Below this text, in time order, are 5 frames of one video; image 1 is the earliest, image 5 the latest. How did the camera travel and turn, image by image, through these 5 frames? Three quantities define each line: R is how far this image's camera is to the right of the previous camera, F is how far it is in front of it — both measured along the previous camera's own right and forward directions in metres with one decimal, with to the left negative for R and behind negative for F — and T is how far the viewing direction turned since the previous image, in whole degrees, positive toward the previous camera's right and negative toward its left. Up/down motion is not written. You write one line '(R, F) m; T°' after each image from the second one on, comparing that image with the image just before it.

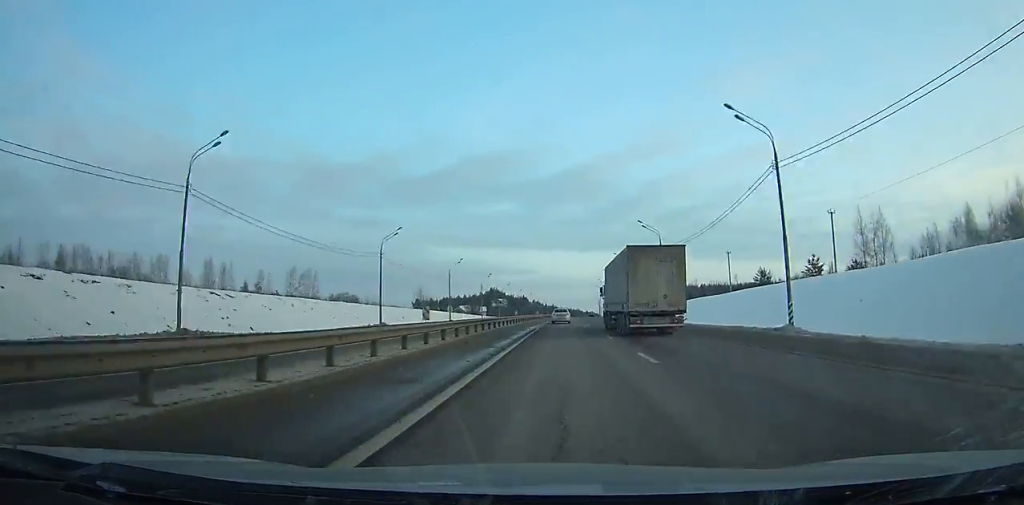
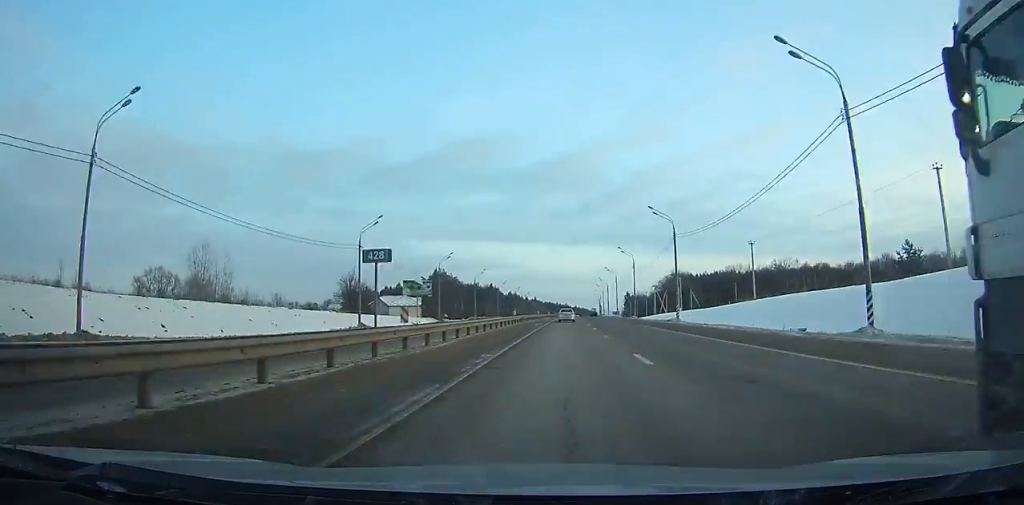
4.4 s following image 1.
(+0.8, +119.5) m; +1°
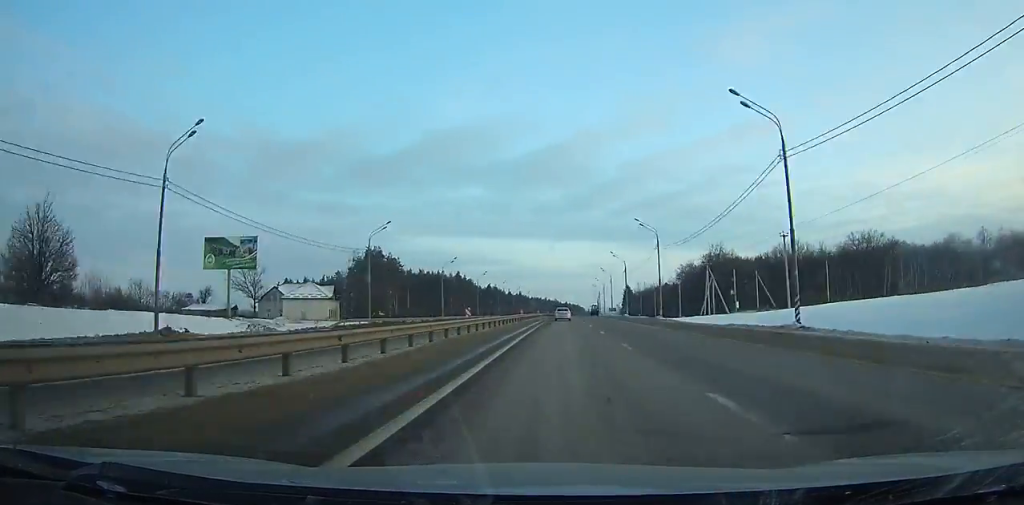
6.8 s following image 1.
(+0.6, +67.9) m; +1°
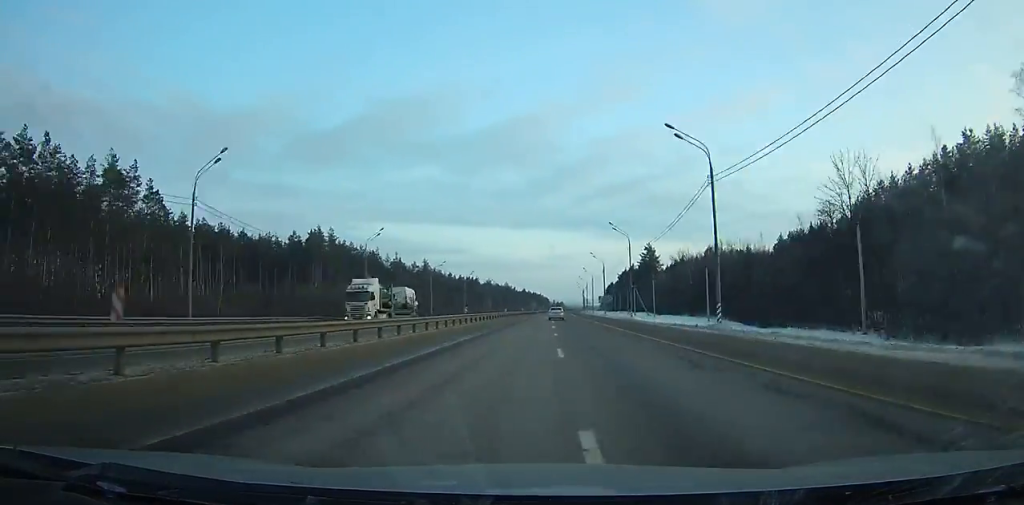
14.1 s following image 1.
(+6.6, +216.9) m; +3°
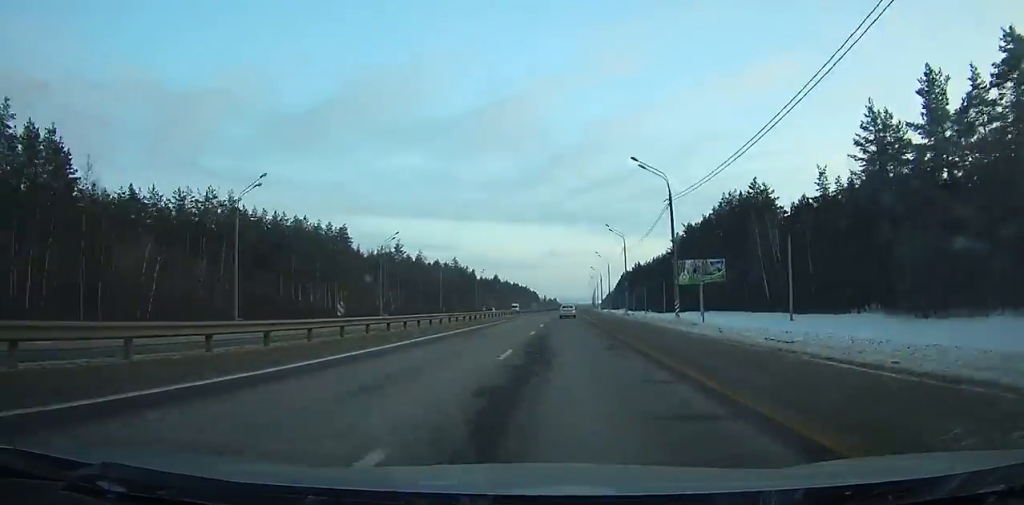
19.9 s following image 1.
(+2.3, +178.1) m; +1°
